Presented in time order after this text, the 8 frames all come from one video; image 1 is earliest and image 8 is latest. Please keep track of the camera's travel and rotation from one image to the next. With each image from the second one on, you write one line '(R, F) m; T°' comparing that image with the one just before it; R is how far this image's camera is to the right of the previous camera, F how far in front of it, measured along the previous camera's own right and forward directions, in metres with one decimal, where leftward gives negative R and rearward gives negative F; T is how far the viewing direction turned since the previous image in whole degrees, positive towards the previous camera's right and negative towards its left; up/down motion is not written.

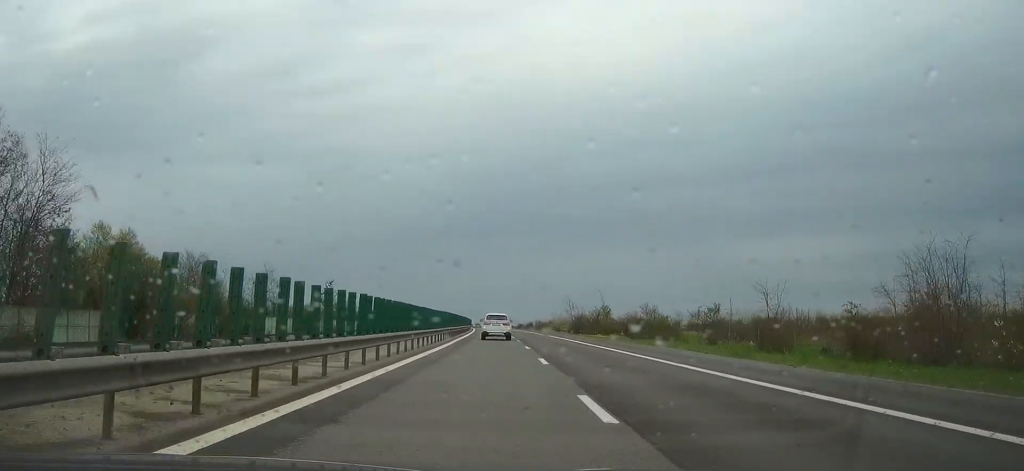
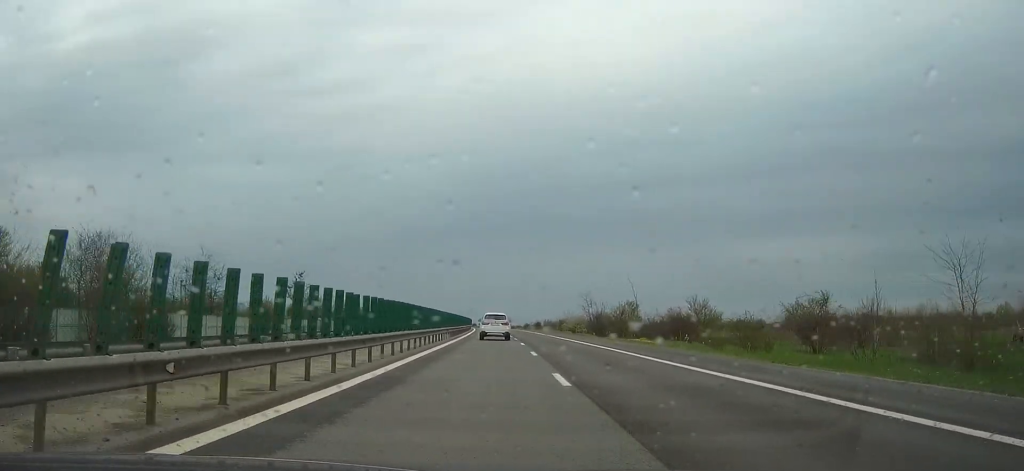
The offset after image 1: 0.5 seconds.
(-0.1, +18.7) m; -1°
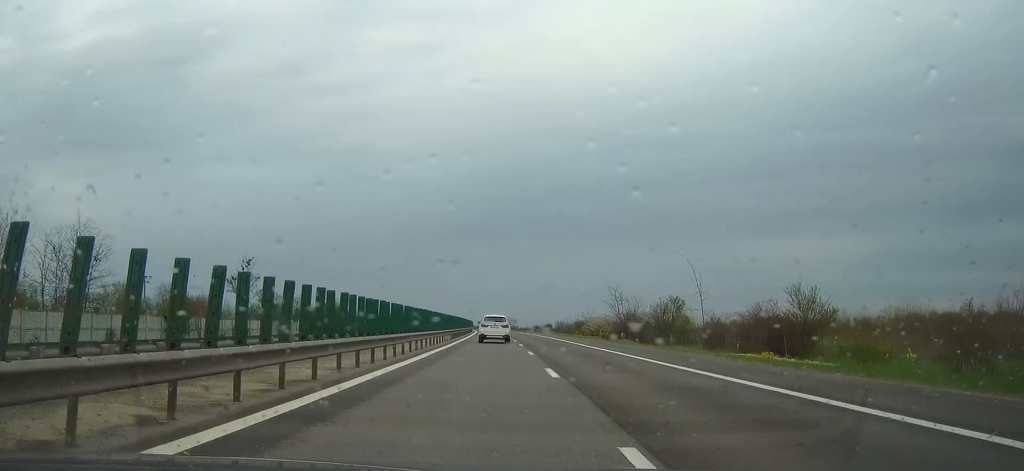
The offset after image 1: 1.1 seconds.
(-0.2, +21.3) m; -1°
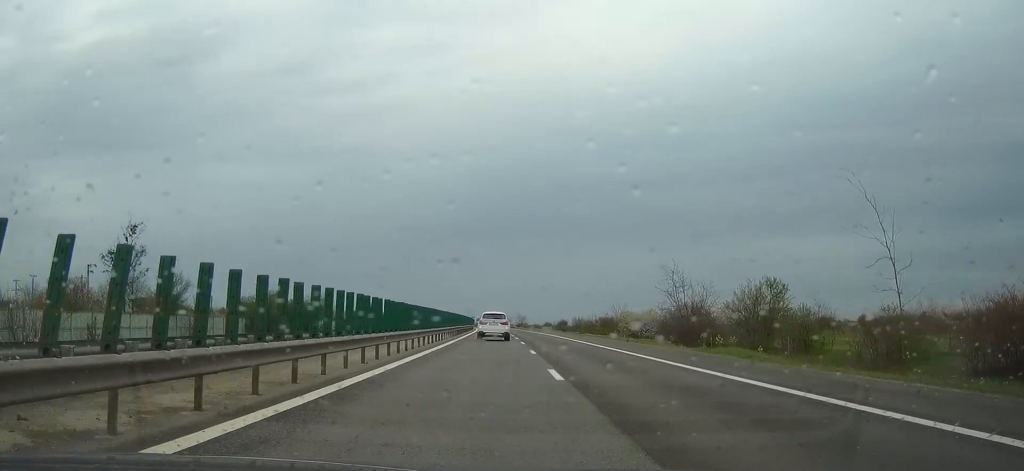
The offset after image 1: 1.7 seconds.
(-0.1, +25.2) m; -1°
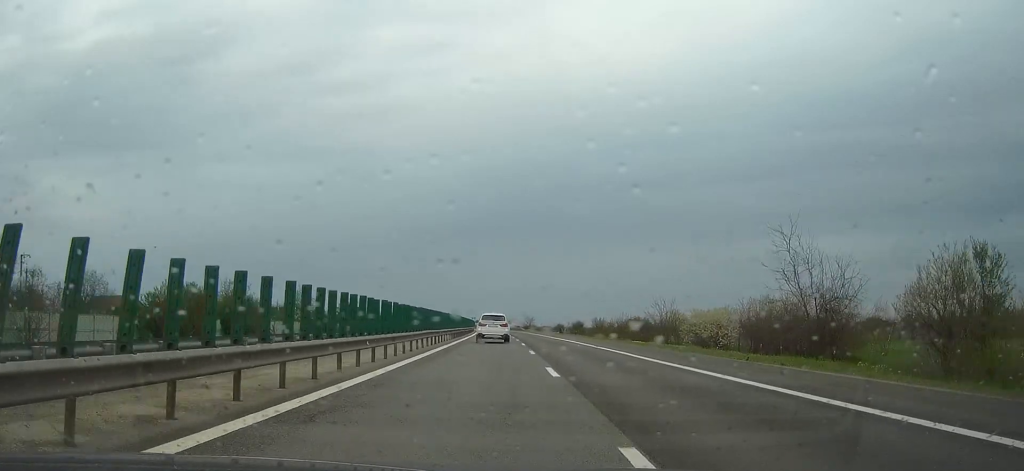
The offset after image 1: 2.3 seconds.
(-0.1, +22.7) m; -1°
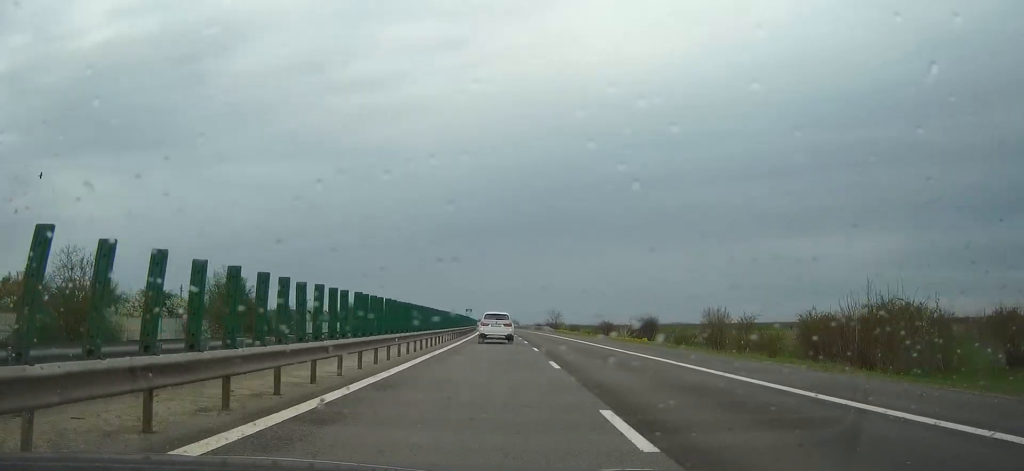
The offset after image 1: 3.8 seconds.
(-0.8, +57.1) m; -1°
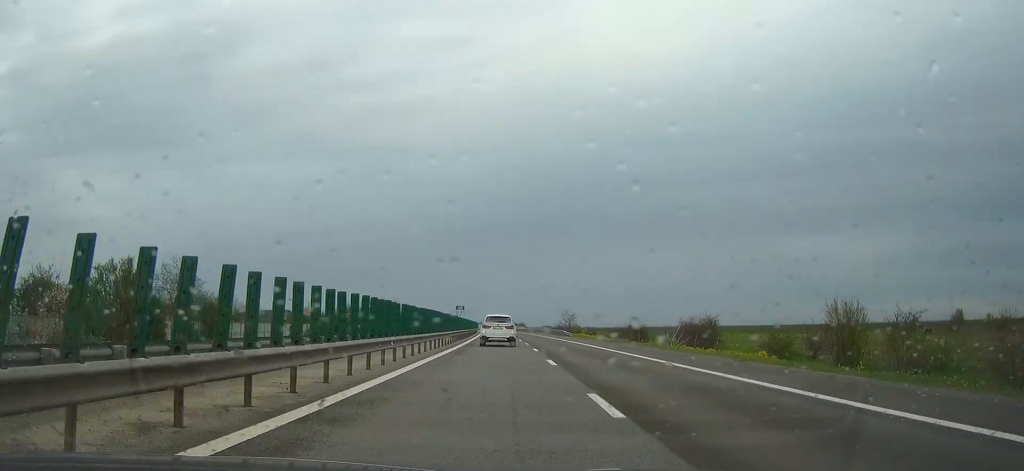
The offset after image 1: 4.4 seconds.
(-0.1, +21.7) m; 0°
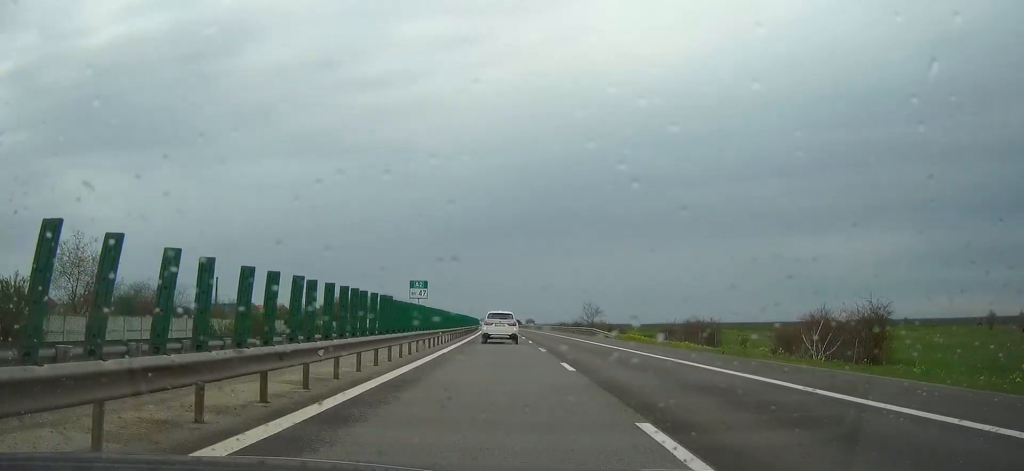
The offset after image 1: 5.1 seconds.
(-0.1, +28.1) m; -1°
